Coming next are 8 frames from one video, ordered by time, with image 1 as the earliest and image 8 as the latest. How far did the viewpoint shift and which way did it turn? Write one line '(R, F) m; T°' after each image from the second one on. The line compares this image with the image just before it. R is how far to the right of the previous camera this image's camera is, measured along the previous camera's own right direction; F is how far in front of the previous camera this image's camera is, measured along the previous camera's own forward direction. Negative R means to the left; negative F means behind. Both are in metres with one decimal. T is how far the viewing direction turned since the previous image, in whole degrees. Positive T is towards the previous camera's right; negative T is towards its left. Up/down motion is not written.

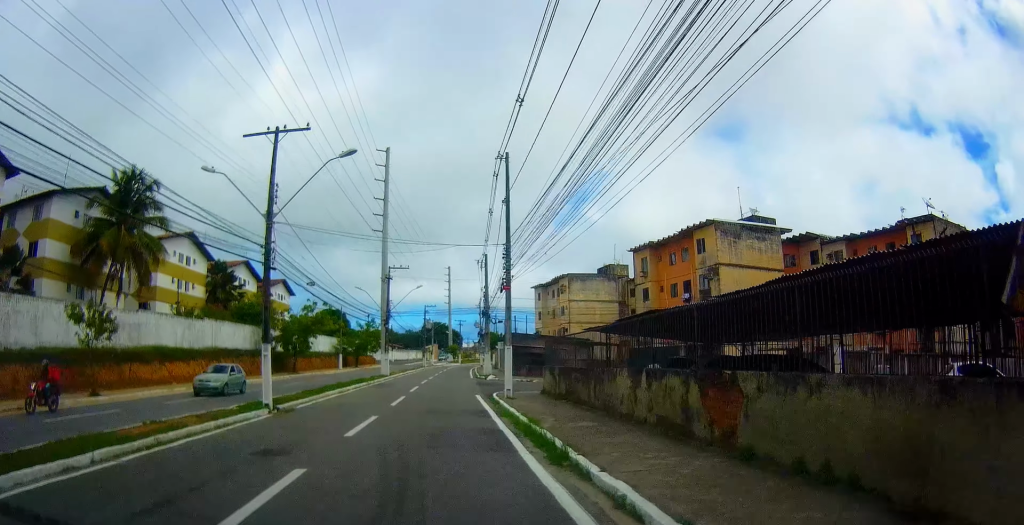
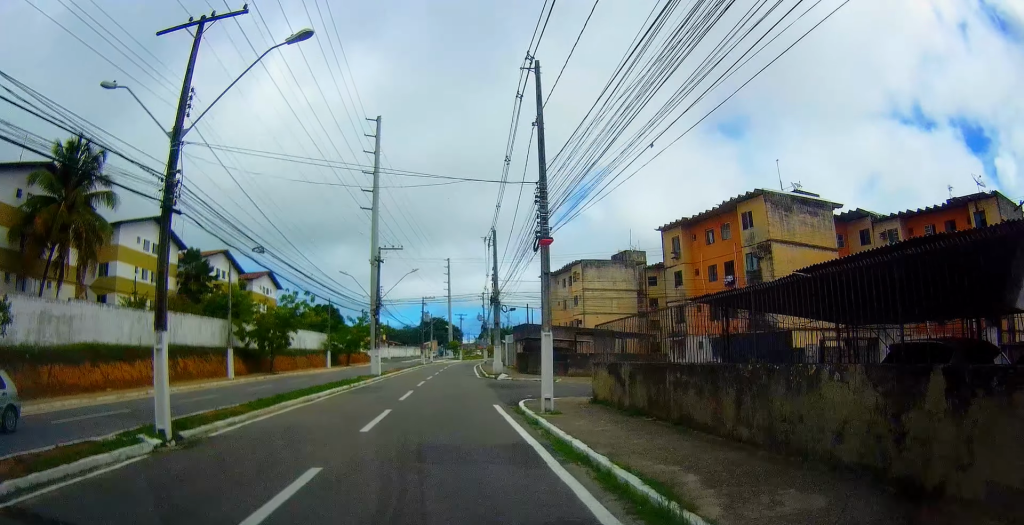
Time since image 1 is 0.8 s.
(0.0, +7.6) m; +2°
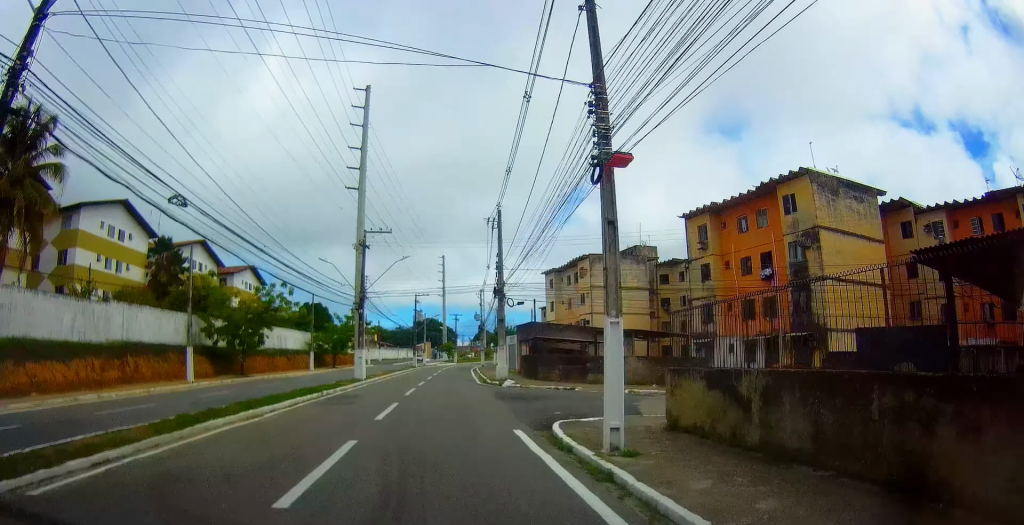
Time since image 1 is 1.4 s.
(+0.1, +5.6) m; +1°
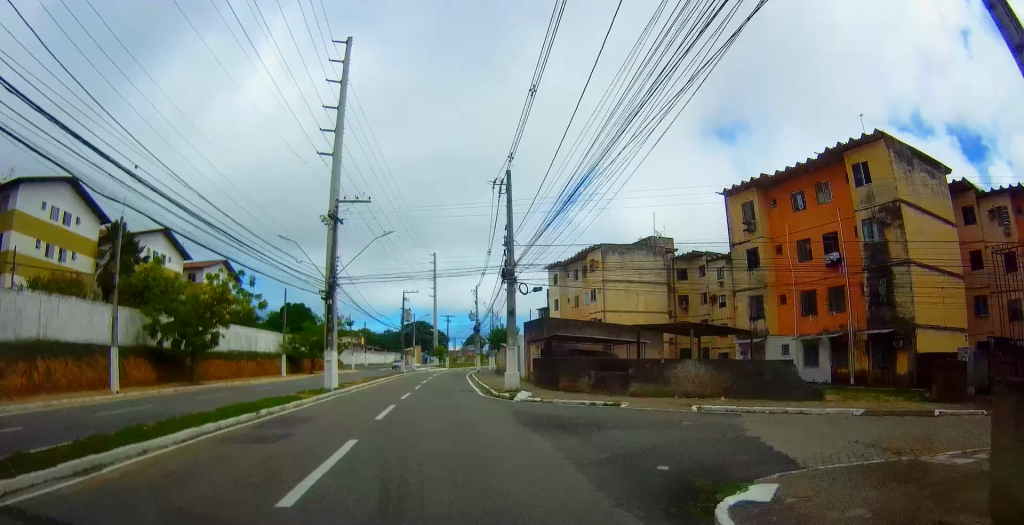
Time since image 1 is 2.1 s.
(+0.2, +7.3) m; +2°
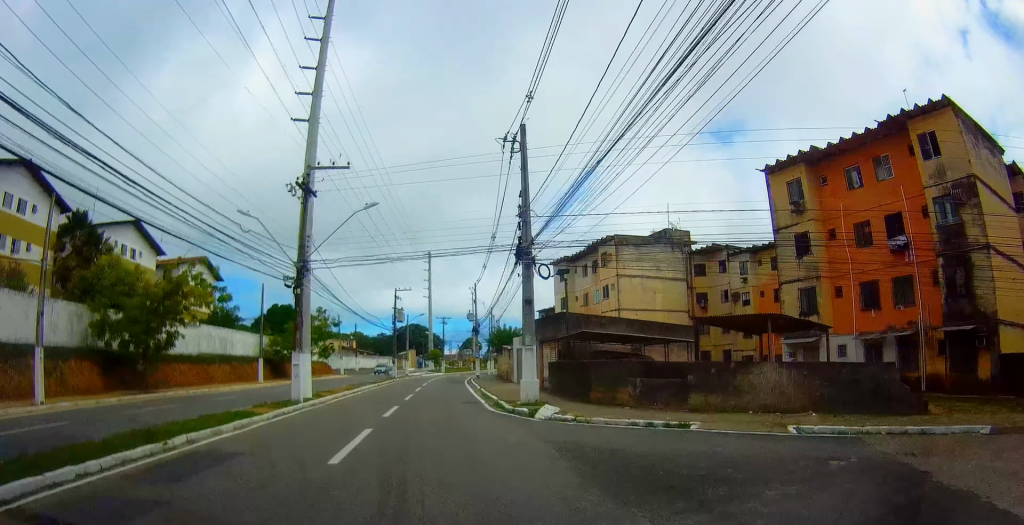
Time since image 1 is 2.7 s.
(0.0, +5.4) m; +1°
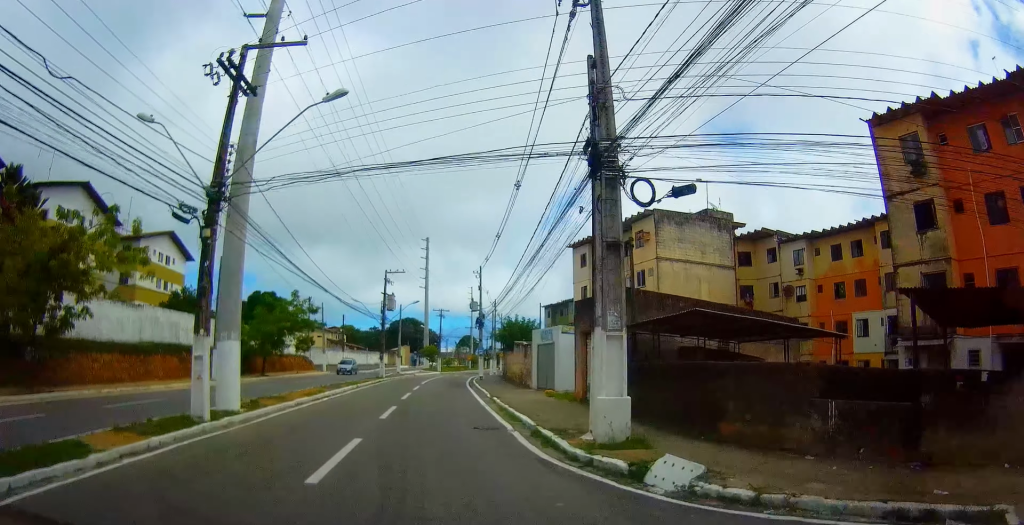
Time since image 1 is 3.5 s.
(+0.2, +8.9) m; 0°
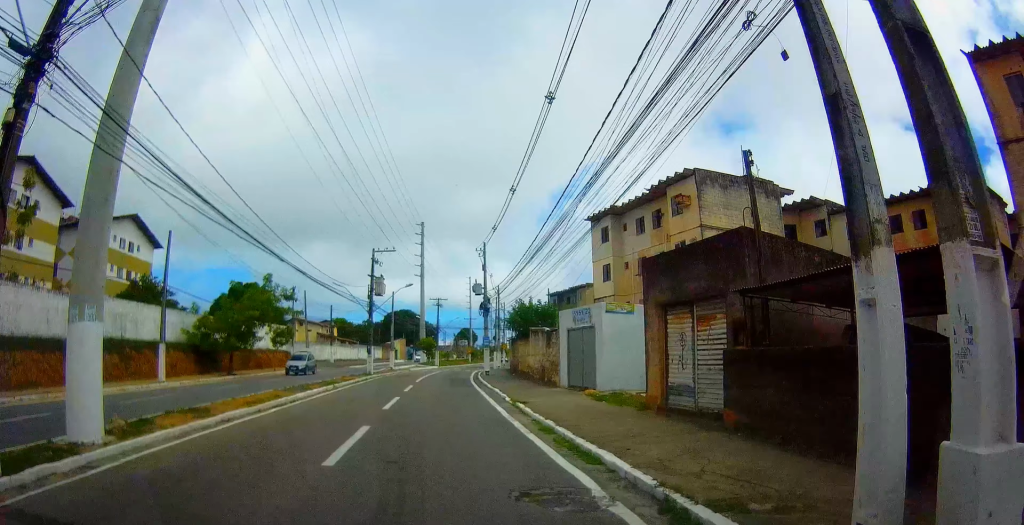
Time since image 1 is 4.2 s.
(+0.1, +7.3) m; -1°
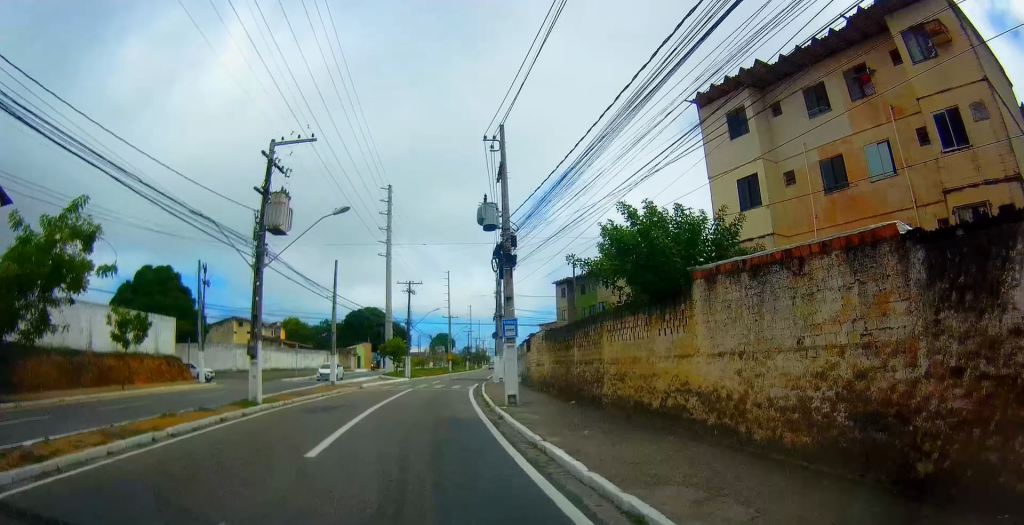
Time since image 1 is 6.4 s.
(-0.2, +22.2) m; +3°
